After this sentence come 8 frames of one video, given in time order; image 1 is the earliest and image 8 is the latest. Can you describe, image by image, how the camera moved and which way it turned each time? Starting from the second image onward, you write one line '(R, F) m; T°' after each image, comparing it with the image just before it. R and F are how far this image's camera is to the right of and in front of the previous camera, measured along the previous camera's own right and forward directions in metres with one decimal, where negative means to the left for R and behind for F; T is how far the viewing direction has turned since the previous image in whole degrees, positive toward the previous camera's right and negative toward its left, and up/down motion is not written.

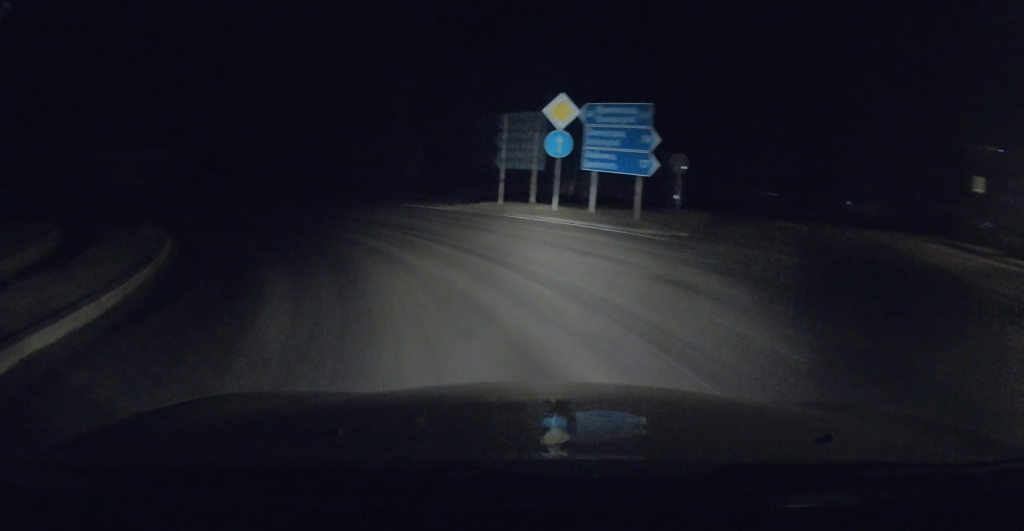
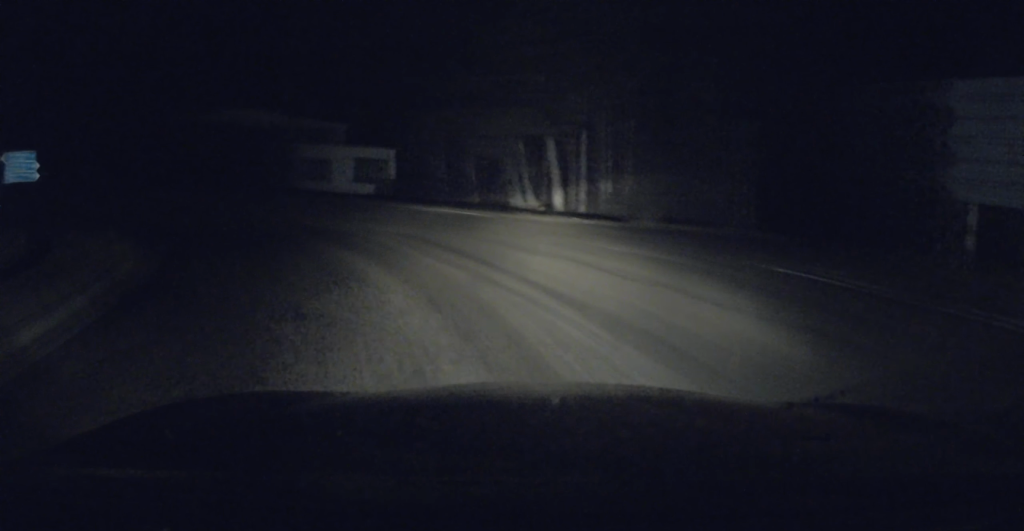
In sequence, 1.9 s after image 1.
(-2.3, +11.1) m; -26°
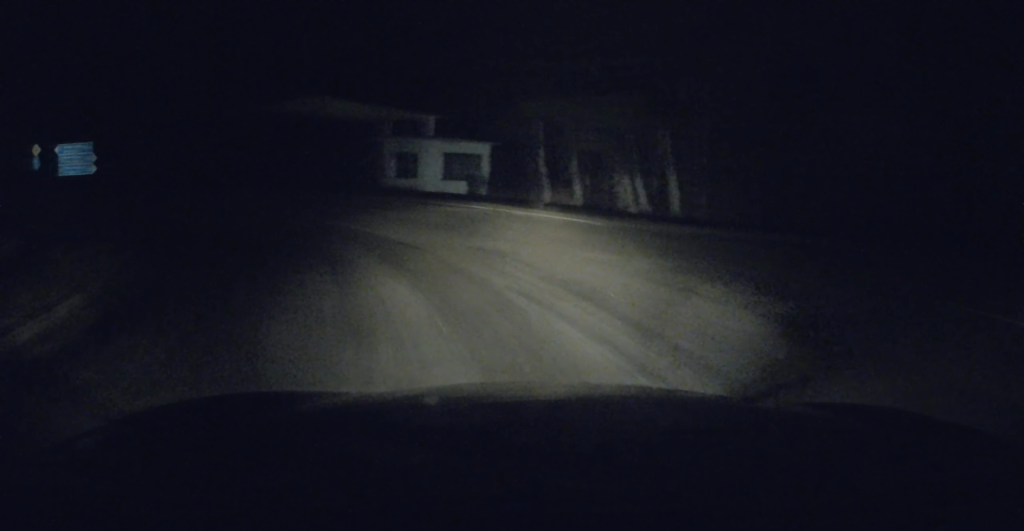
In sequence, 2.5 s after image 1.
(-0.4, +3.3) m; -9°
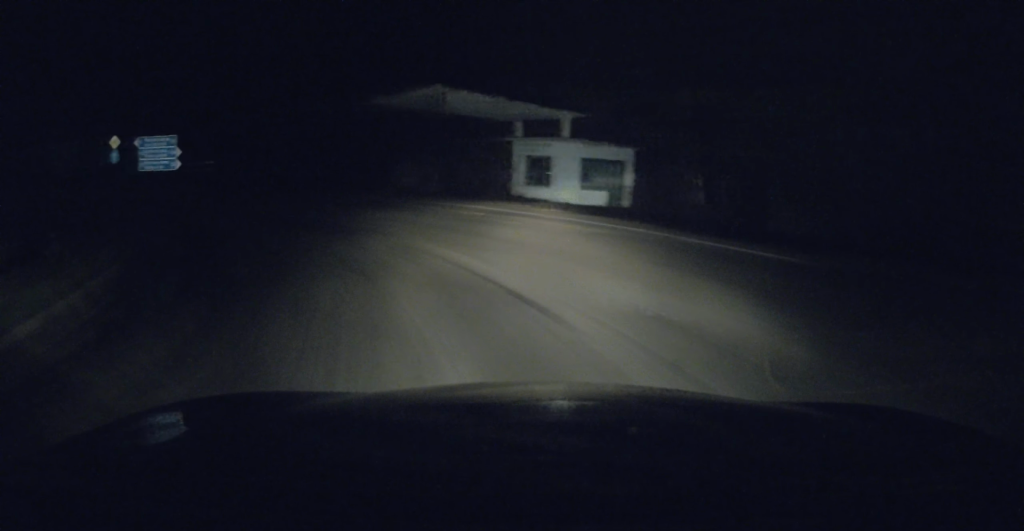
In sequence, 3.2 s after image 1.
(-0.5, +4.5) m; -10°
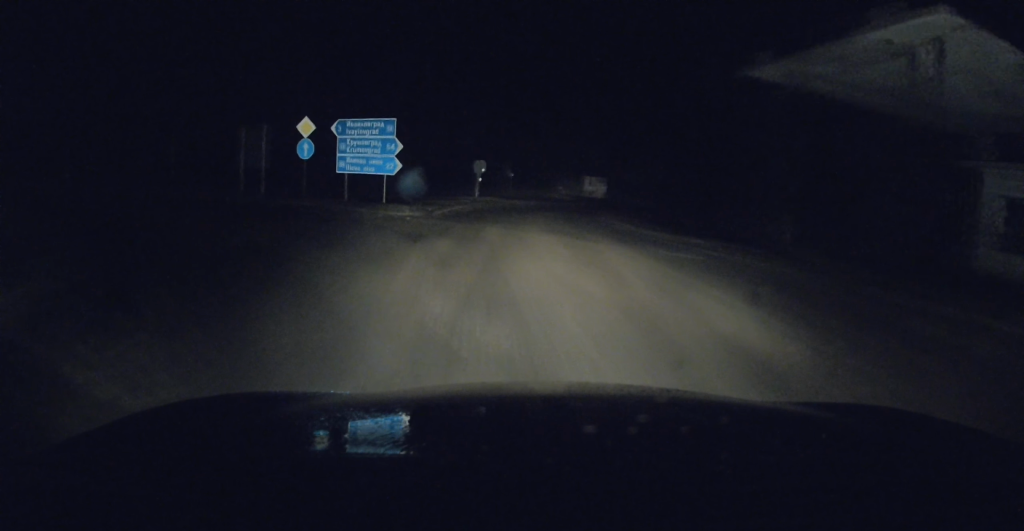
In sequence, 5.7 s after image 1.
(-3.5, +13.1) m; -27°
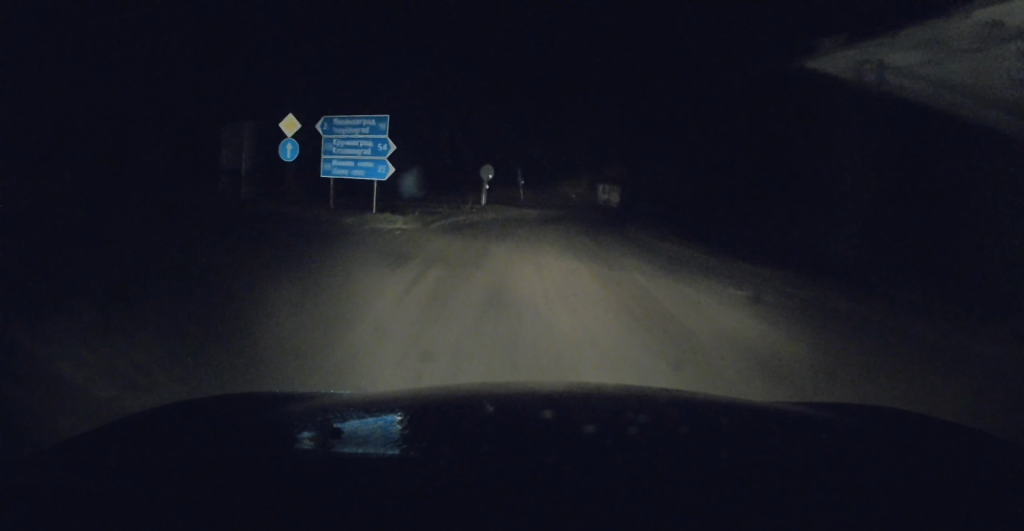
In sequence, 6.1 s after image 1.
(0.0, +2.7) m; 0°
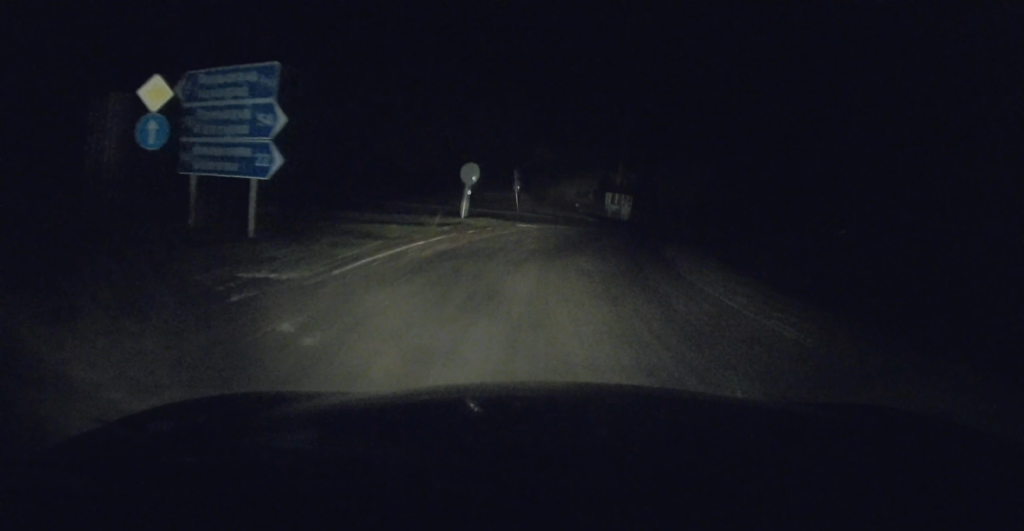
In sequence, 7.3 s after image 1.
(+0.1, +7.4) m; +3°
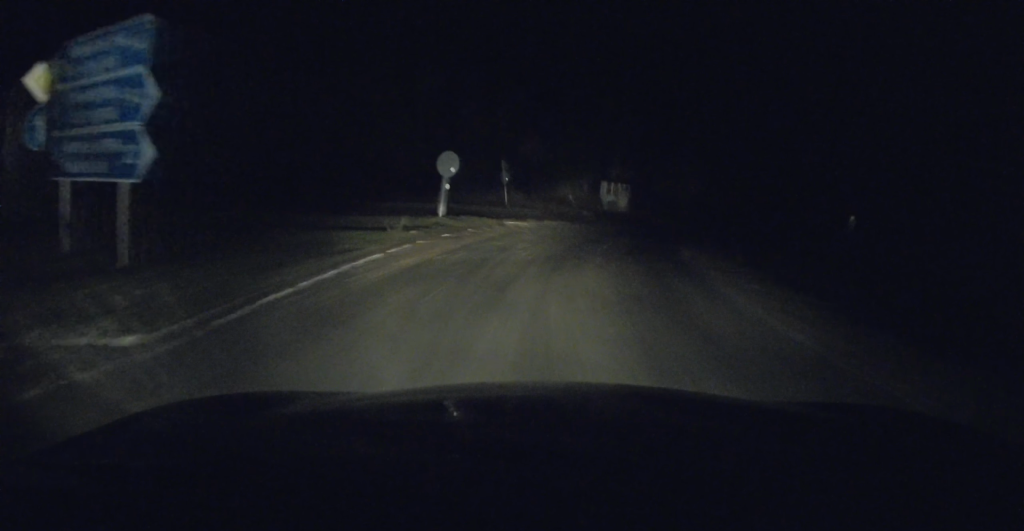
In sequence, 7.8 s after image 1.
(-0.1, +2.9) m; +2°
